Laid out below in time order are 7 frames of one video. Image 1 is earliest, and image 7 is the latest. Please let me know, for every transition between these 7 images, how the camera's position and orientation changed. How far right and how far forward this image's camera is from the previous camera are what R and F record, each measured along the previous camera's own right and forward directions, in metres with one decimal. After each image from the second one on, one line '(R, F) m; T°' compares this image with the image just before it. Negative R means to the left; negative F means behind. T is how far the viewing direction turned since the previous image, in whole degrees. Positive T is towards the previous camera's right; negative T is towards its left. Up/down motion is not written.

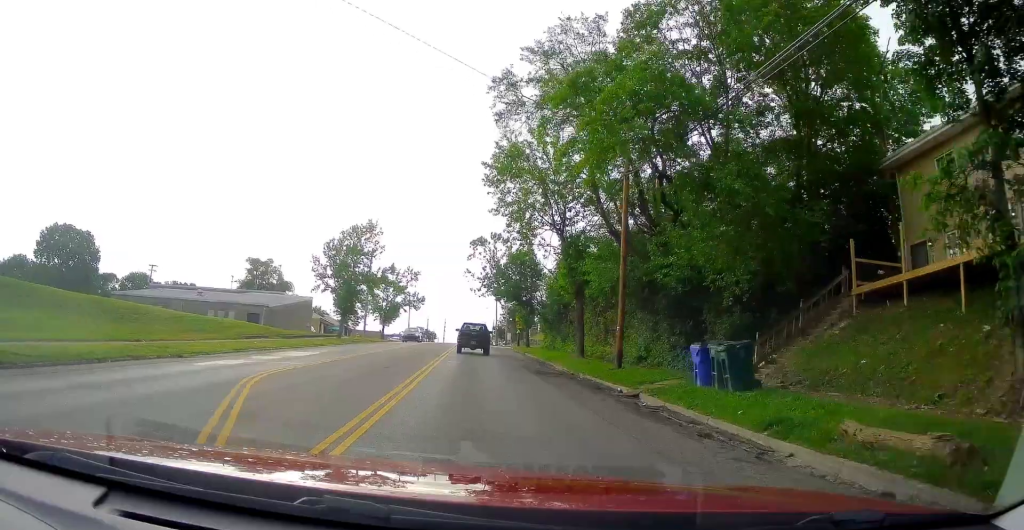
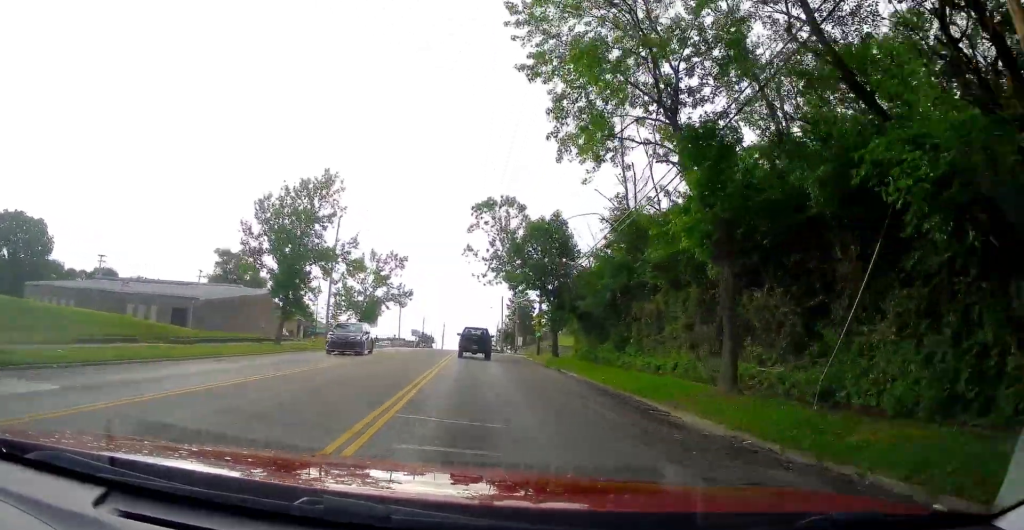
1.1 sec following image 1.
(+0.2, +18.4) m; +1°
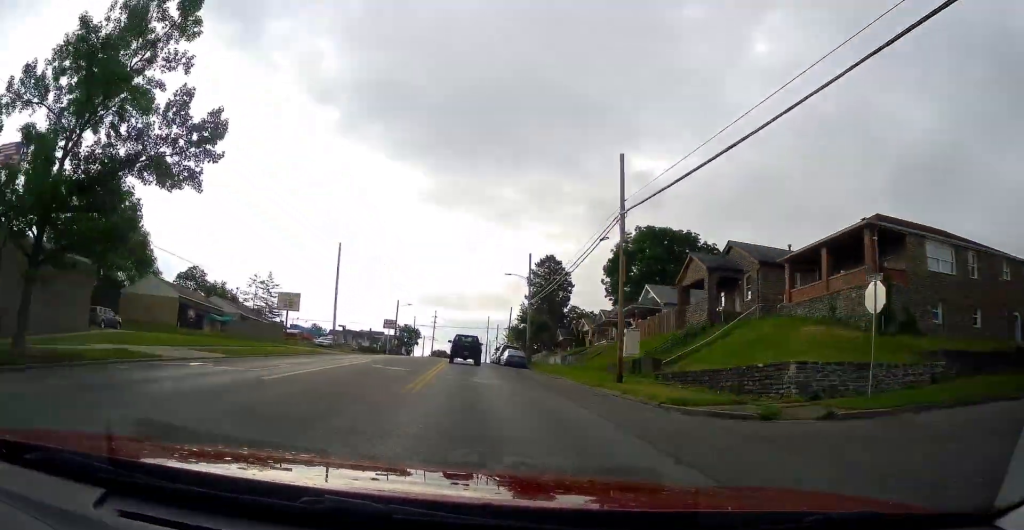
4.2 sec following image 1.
(-0.1, +51.7) m; 0°
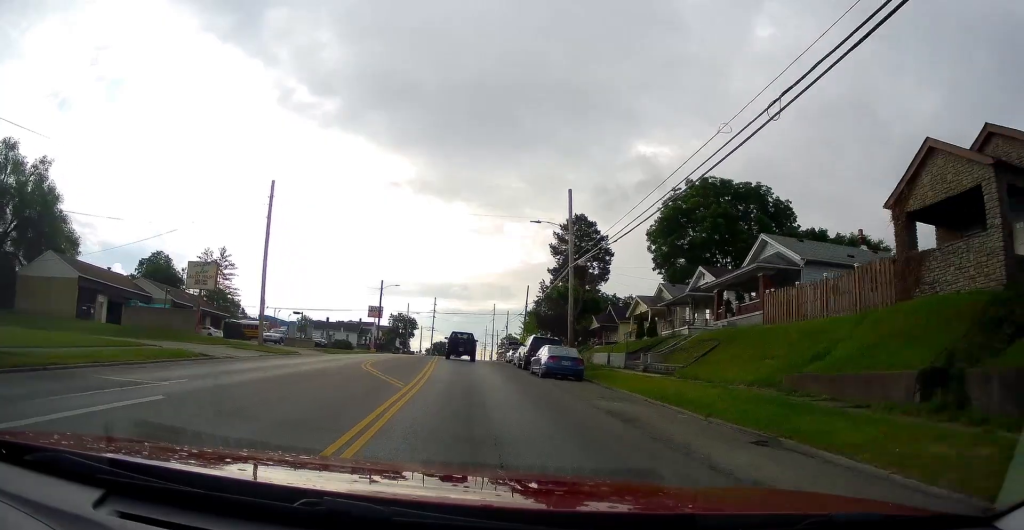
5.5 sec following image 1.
(-0.3, +21.4) m; -1°
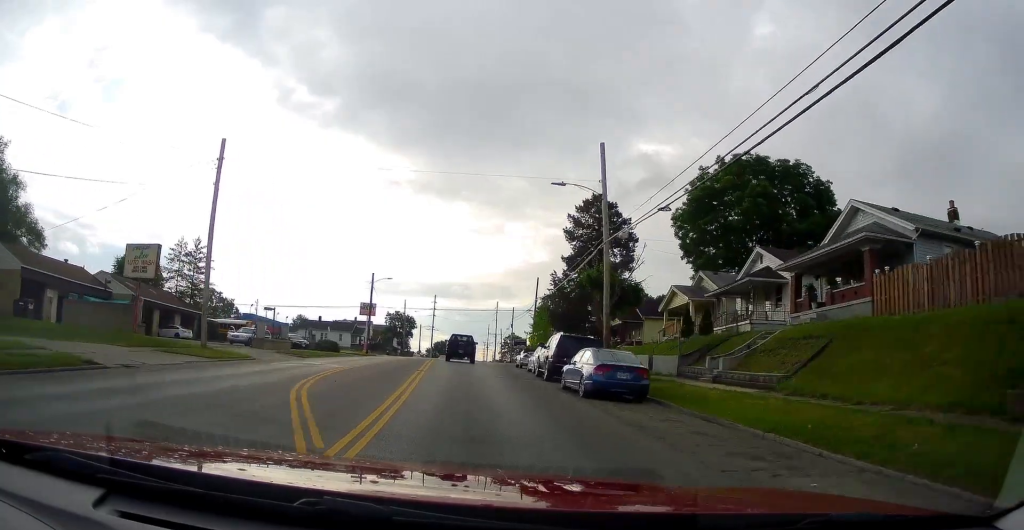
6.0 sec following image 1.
(0.0, +8.6) m; -1°
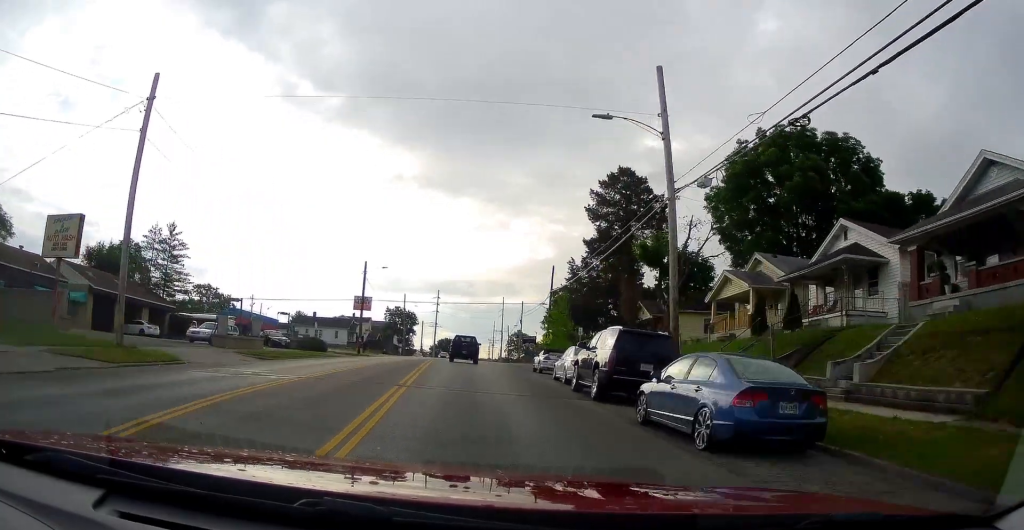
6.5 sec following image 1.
(+0.1, +8.1) m; -1°
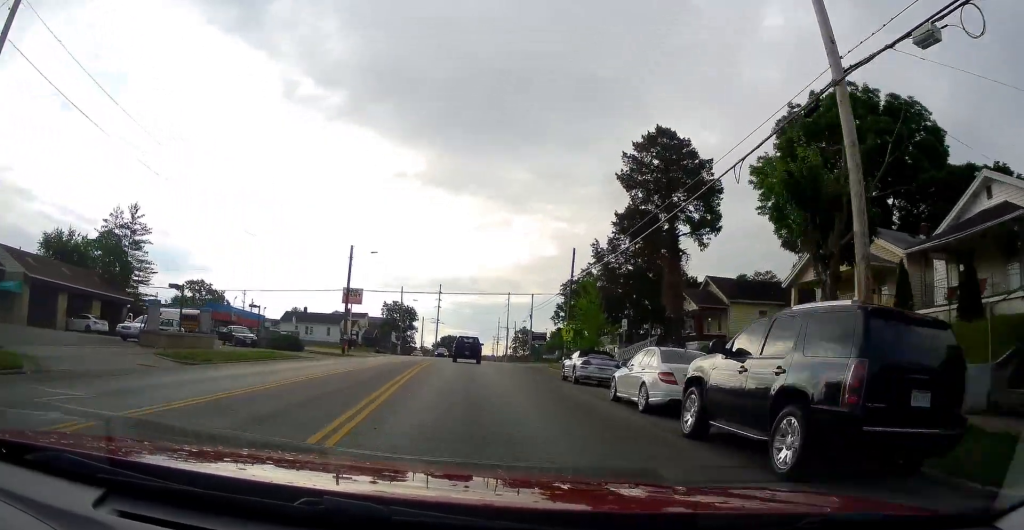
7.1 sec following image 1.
(-0.2, +9.1) m; 0°
